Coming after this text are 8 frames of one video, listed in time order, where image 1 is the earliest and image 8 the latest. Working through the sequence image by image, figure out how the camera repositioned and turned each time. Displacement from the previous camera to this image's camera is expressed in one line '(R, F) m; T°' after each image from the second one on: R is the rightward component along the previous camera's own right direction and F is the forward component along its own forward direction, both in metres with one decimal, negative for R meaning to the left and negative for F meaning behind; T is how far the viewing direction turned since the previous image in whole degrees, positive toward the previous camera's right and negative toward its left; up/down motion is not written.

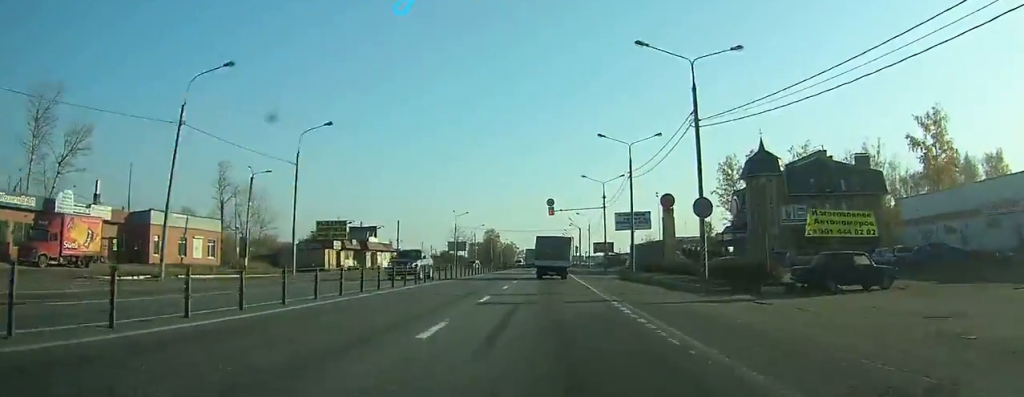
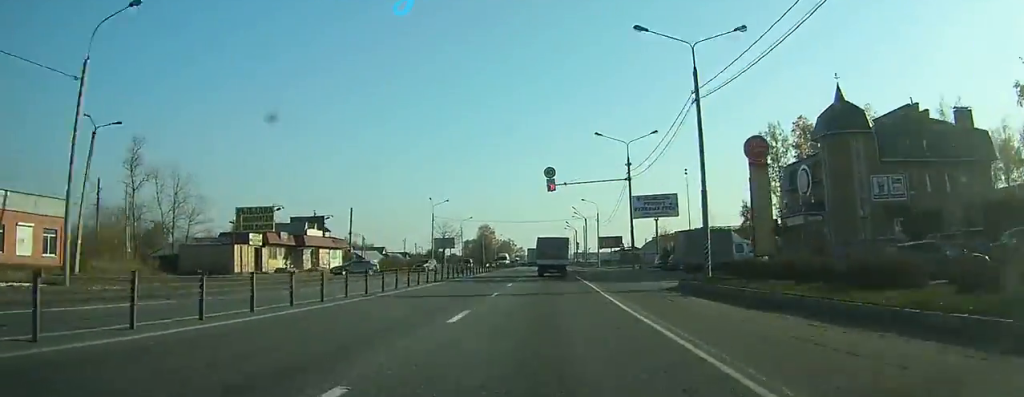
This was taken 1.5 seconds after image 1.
(0.0, +21.5) m; 0°
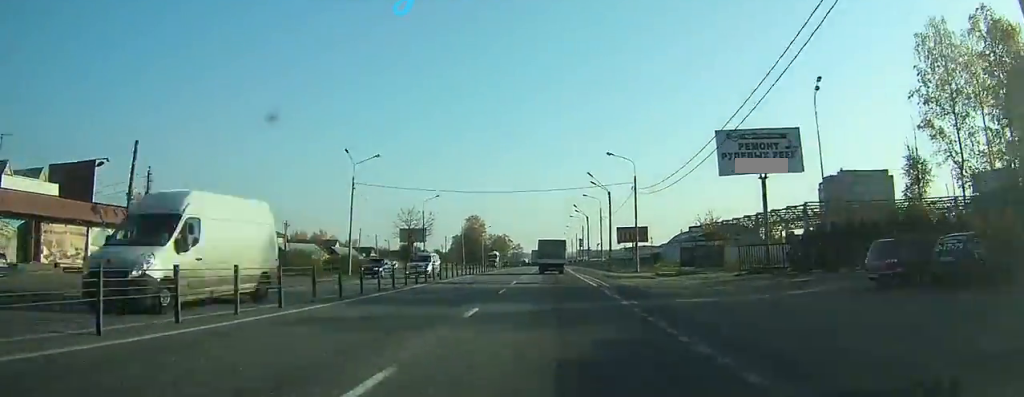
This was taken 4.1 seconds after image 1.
(+0.3, +38.9) m; 0°
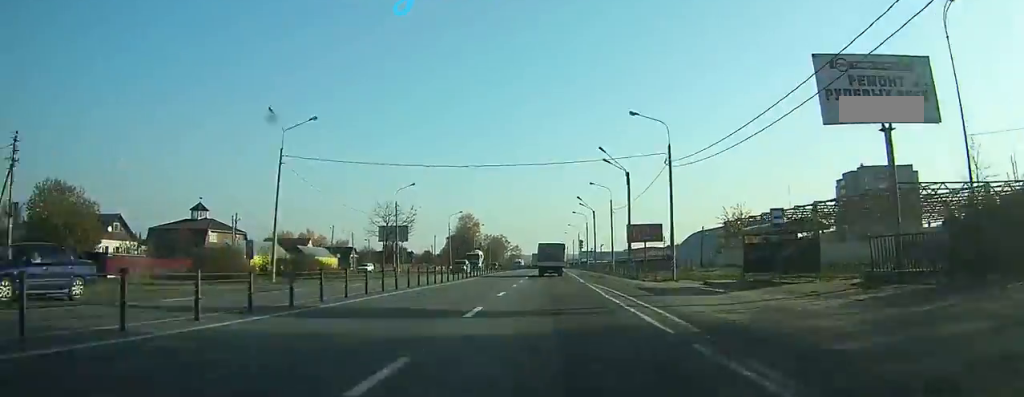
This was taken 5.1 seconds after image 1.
(0.0, +15.5) m; 0°
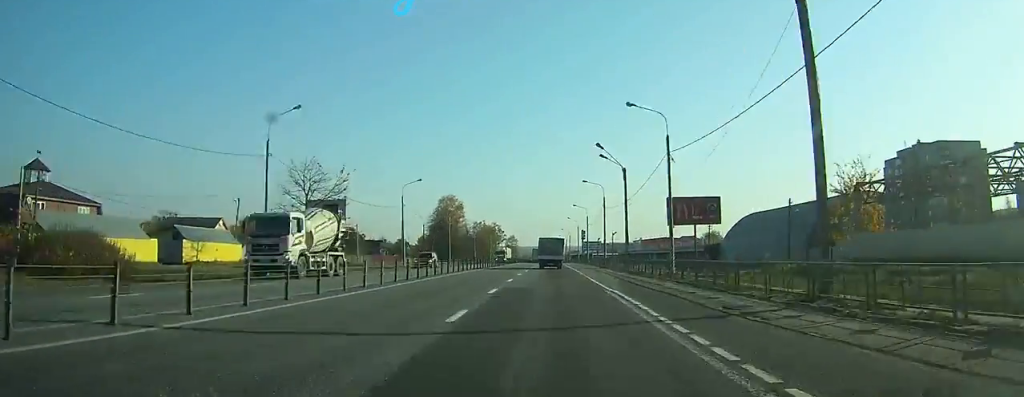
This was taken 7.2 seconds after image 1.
(0.0, +34.0) m; 0°
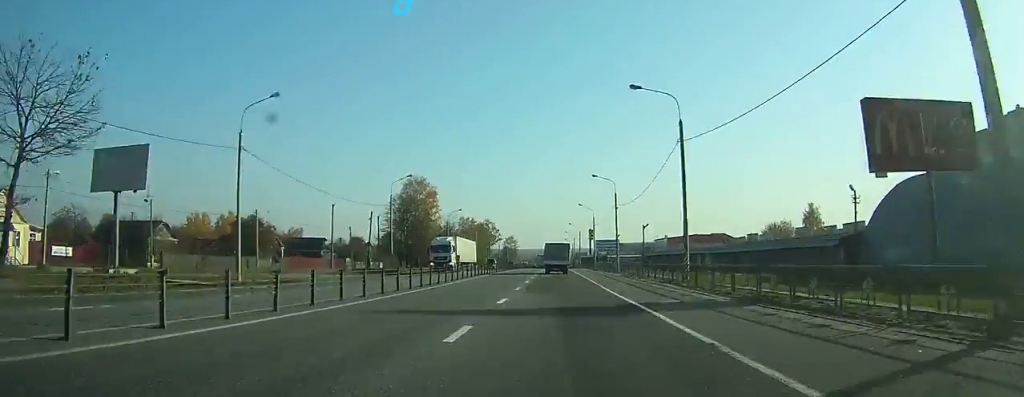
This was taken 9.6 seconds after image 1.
(+0.1, +40.2) m; 0°
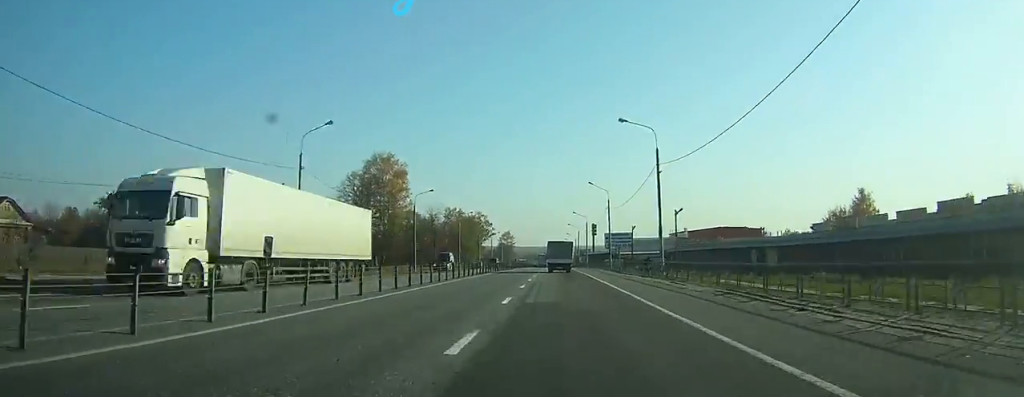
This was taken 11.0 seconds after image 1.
(0.0, +24.4) m; 0°
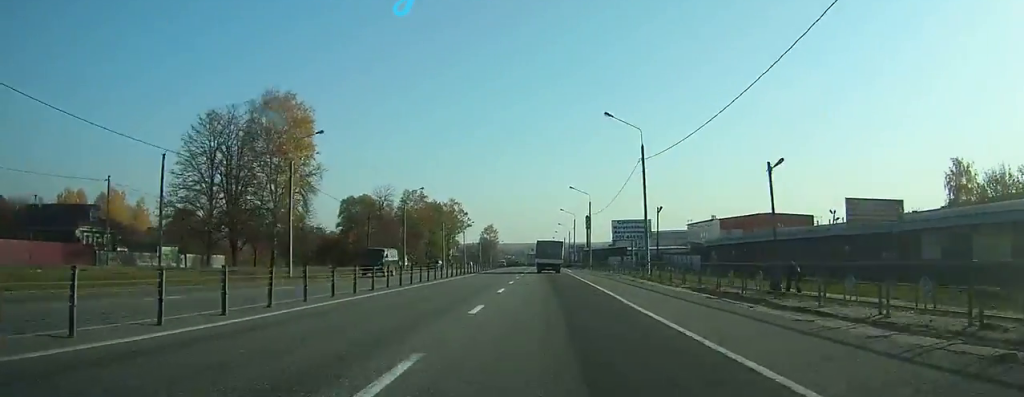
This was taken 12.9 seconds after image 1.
(+0.1, +34.2) m; 0°
